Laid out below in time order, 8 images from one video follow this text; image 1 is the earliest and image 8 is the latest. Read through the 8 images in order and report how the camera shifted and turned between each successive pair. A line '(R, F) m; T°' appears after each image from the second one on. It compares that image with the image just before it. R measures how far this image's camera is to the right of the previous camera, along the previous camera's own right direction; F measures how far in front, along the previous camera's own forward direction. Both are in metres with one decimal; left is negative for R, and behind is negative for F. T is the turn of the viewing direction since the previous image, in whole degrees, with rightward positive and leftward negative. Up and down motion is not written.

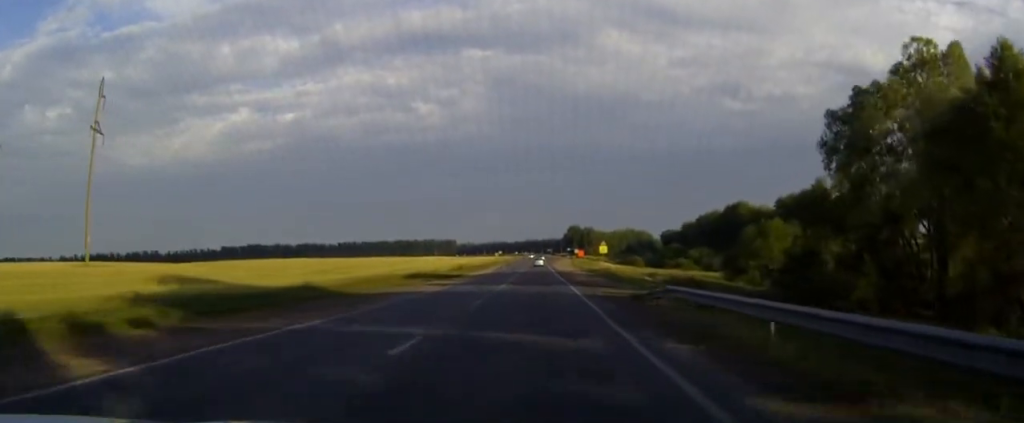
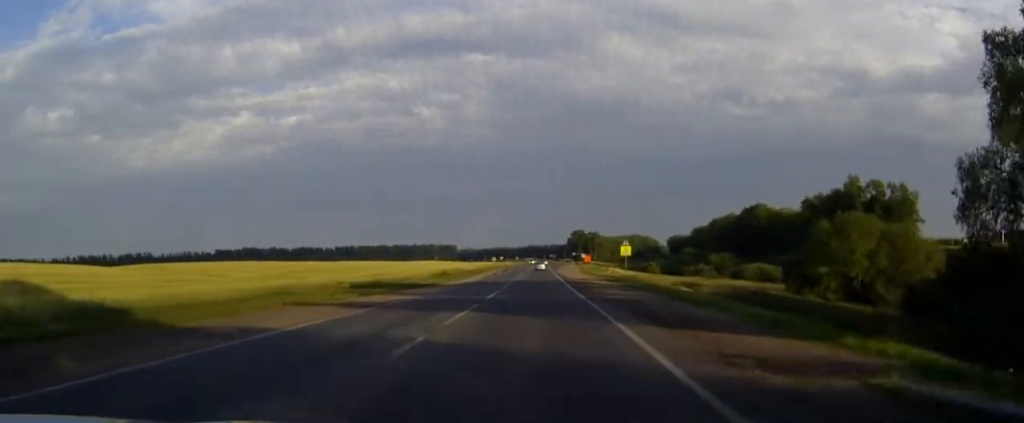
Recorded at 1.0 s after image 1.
(0.0, +25.9) m; 0°
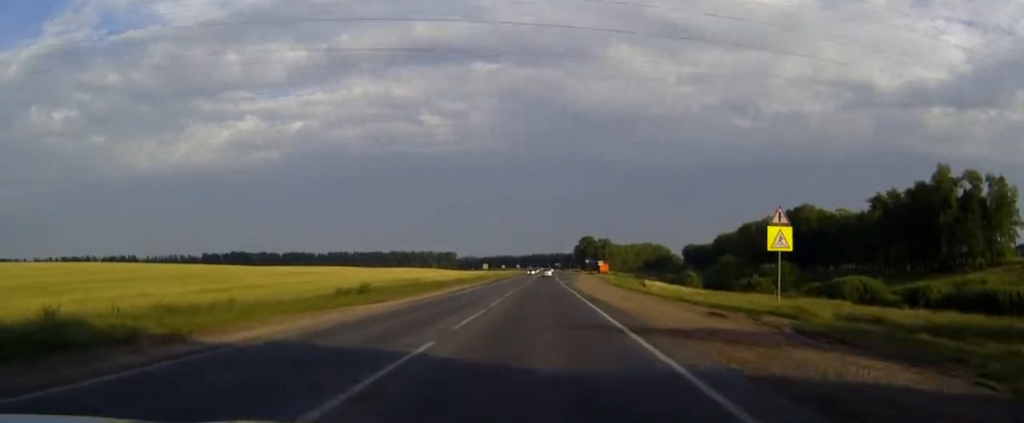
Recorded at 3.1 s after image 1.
(-0.1, +56.6) m; 0°
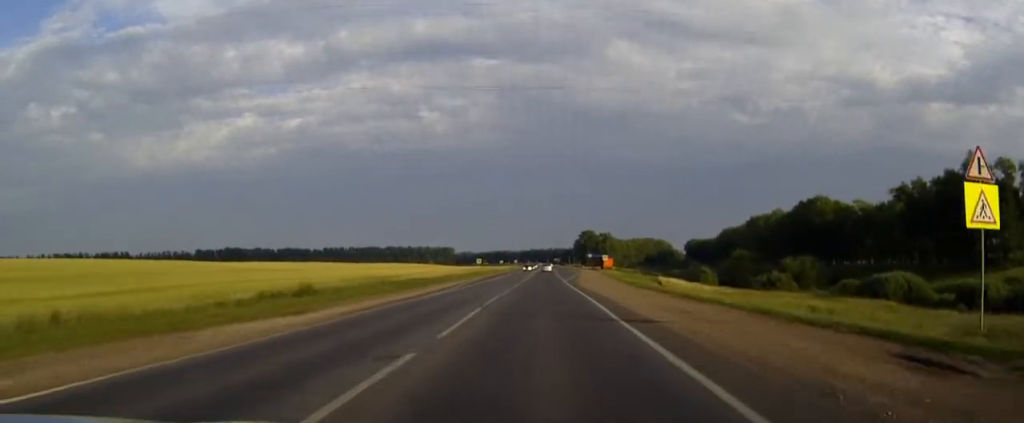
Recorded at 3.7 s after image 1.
(0.0, +18.6) m; 0°
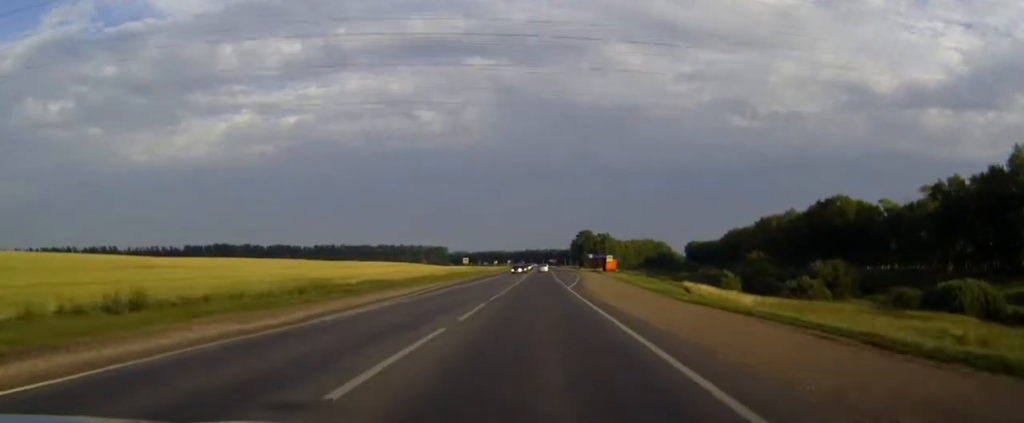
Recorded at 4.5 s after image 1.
(+0.1, +26.9) m; 0°
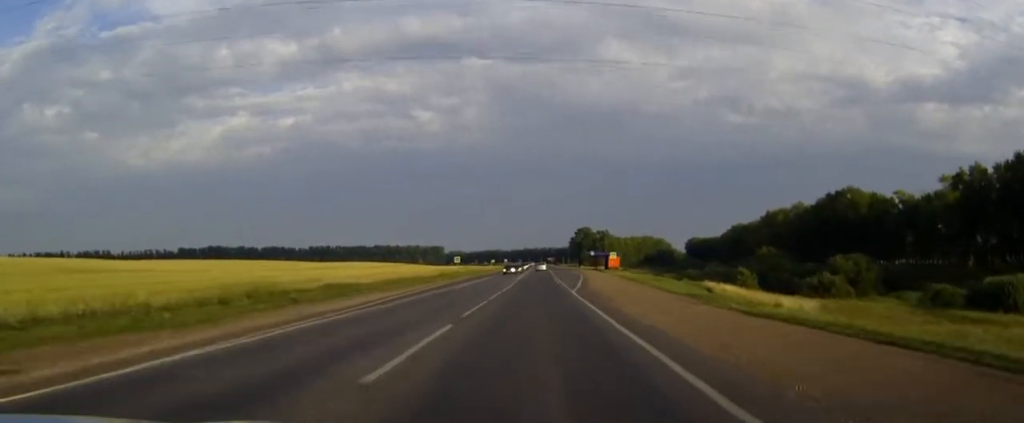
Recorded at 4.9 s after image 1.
(0.0, +16.5) m; 0°
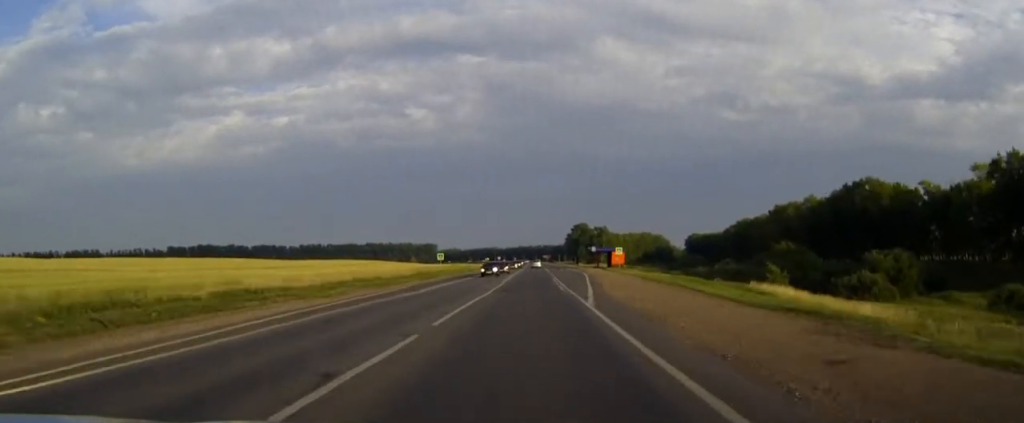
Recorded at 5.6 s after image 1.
(0.0, +25.5) m; 0°
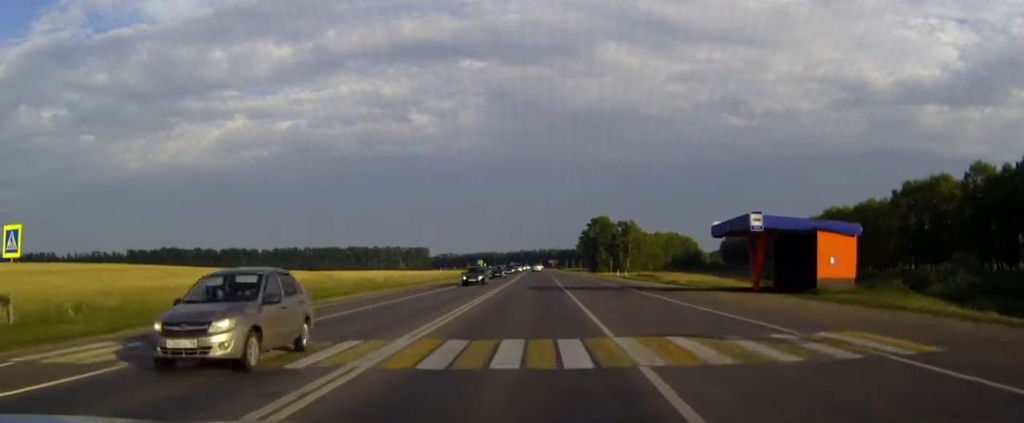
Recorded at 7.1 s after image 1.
(0.0, +53.6) m; 0°
